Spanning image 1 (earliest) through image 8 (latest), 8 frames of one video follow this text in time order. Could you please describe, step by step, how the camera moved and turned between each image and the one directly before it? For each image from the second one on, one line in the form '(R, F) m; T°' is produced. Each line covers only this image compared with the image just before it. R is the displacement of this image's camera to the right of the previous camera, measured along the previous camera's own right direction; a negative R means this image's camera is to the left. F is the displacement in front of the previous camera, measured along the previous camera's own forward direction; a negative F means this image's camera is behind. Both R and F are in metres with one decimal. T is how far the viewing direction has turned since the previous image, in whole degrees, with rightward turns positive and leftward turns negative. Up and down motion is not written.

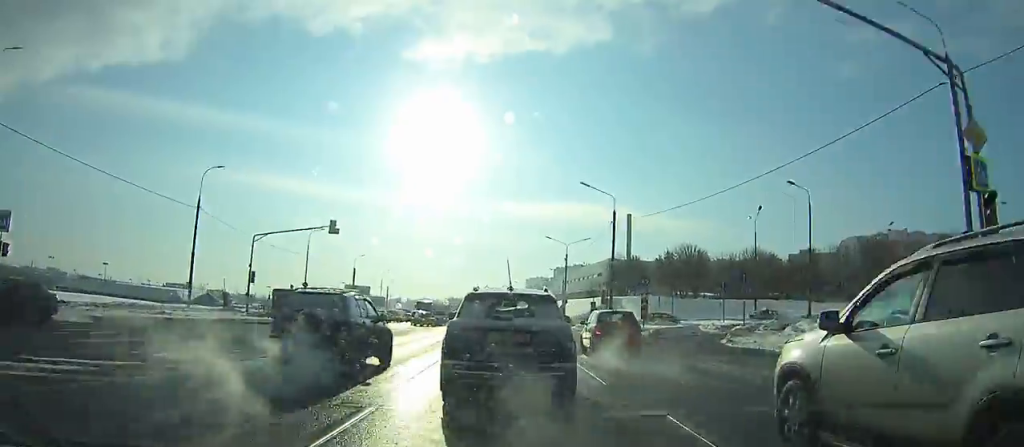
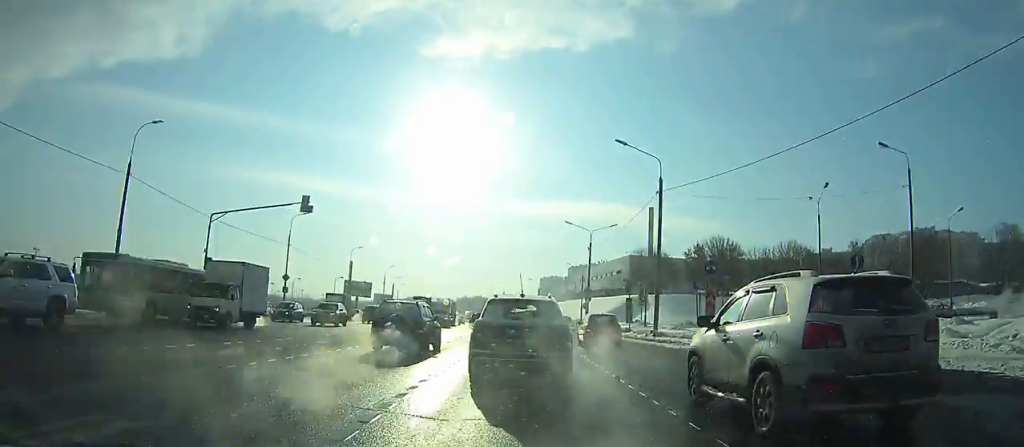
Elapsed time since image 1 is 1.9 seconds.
(0.0, +11.1) m; -1°
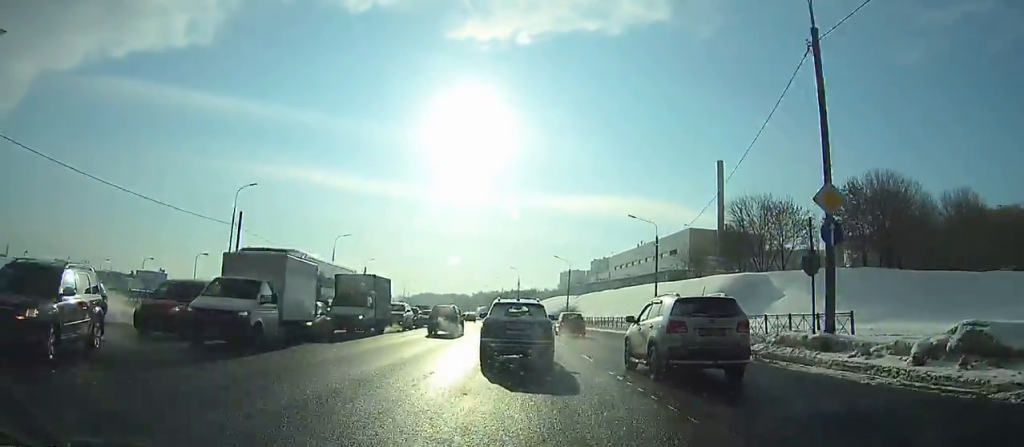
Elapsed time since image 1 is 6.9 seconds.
(-1.3, +46.7) m; -6°
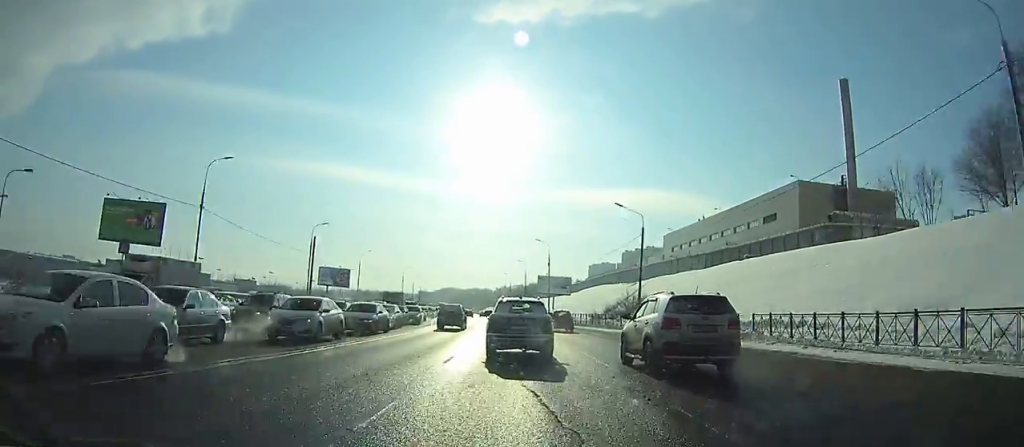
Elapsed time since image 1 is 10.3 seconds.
(-3.2, +41.3) m; +1°
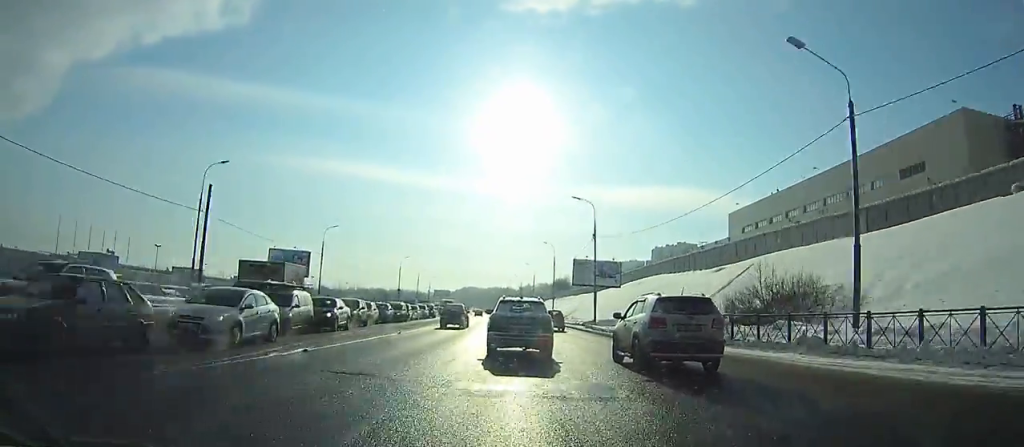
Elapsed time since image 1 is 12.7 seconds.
(+3.1, +33.7) m; +2°
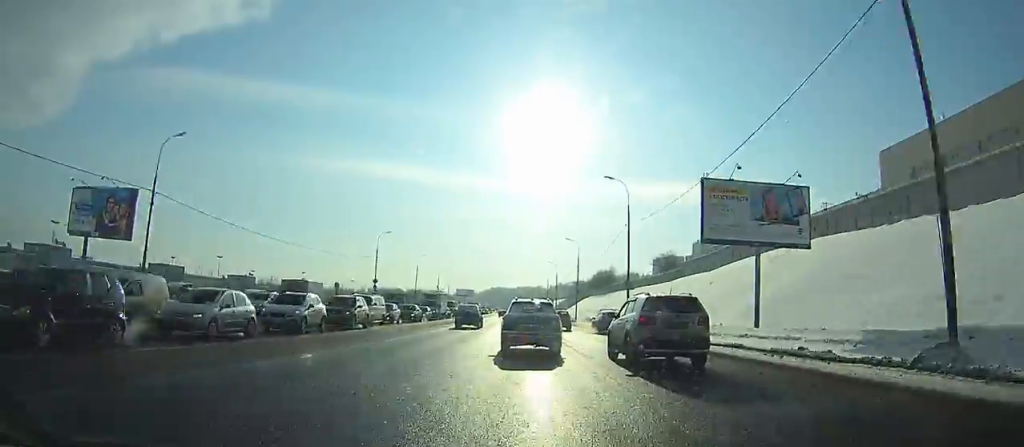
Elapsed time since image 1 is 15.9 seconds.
(-0.9, +47.7) m; -3°
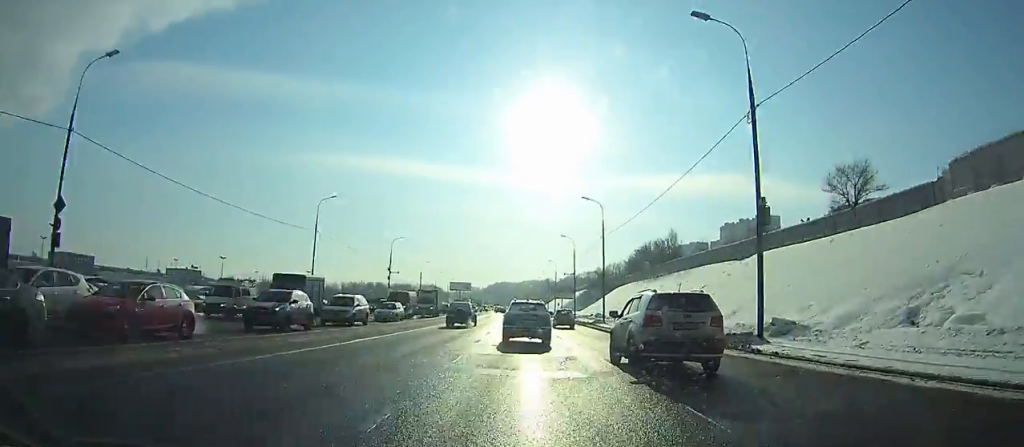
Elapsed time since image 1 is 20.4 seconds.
(-2.6, +69.9) m; -3°
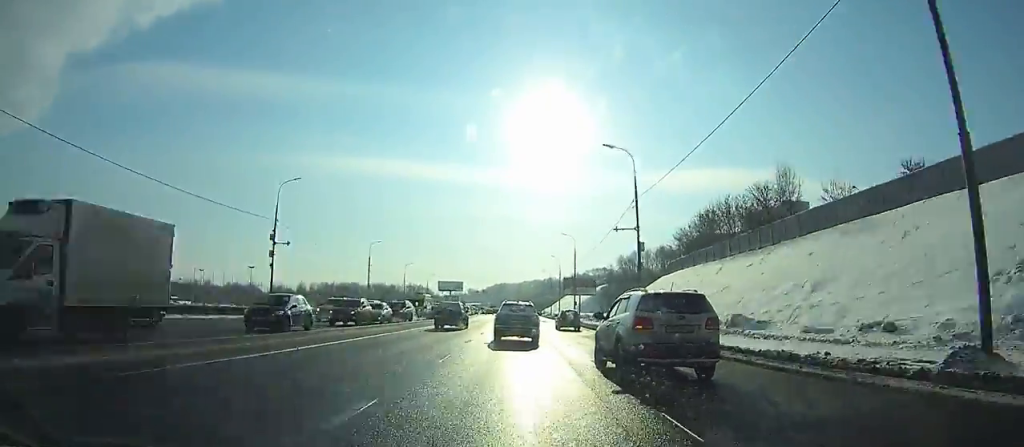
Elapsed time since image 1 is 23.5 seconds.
(-0.1, +48.5) m; 0°
